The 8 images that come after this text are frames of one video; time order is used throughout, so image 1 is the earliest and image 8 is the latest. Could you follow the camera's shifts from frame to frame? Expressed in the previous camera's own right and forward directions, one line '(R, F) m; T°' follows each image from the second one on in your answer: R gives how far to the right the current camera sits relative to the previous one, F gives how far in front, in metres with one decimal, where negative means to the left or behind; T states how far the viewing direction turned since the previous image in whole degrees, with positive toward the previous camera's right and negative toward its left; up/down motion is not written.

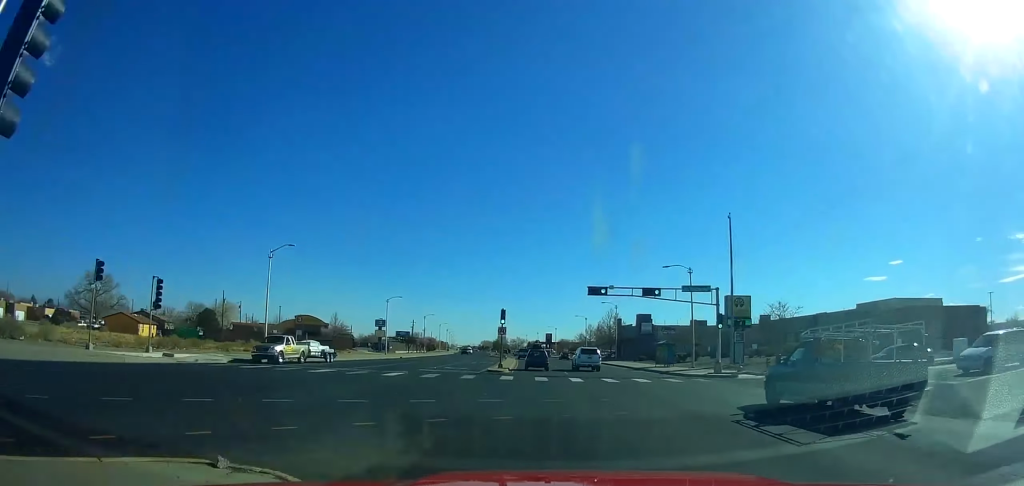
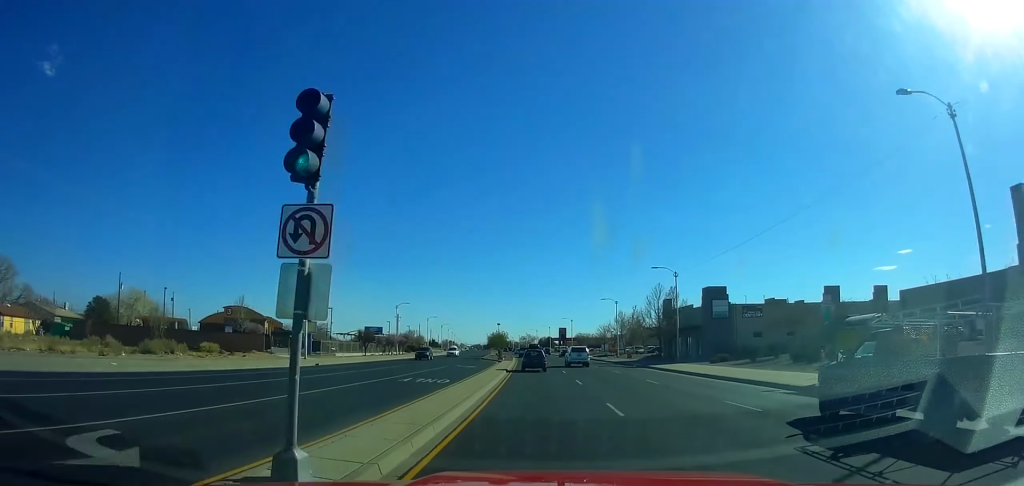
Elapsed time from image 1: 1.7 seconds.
(-0.2, +34.9) m; -1°
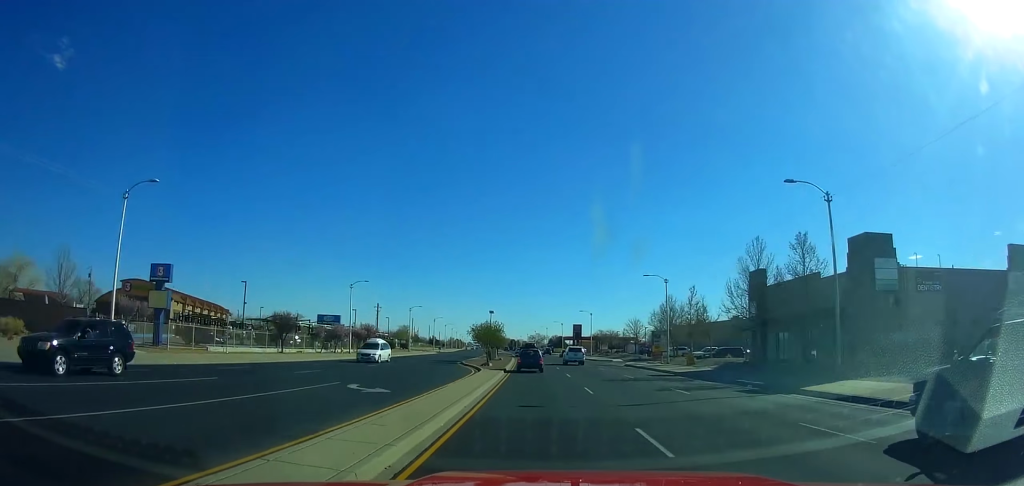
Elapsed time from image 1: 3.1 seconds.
(-0.2, +28.9) m; -1°
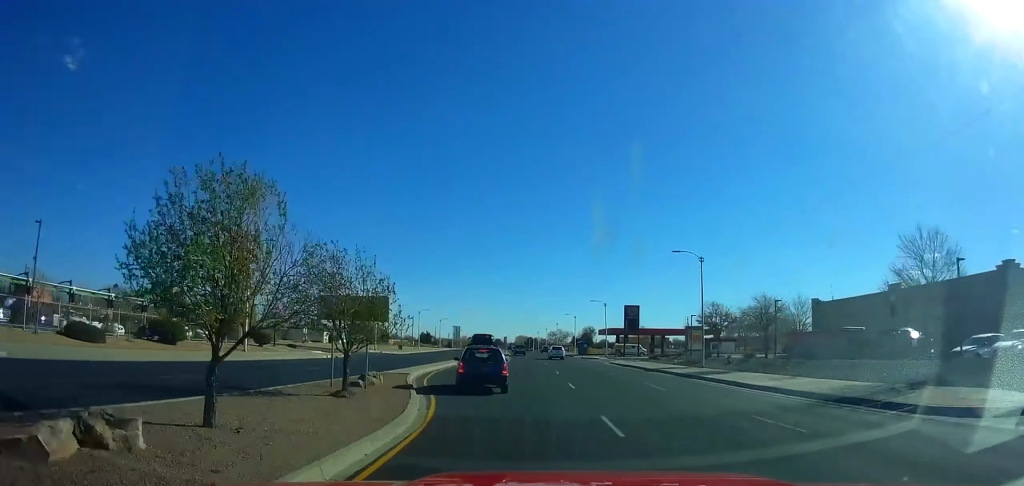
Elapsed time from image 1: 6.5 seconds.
(-1.4, +70.7) m; -2°
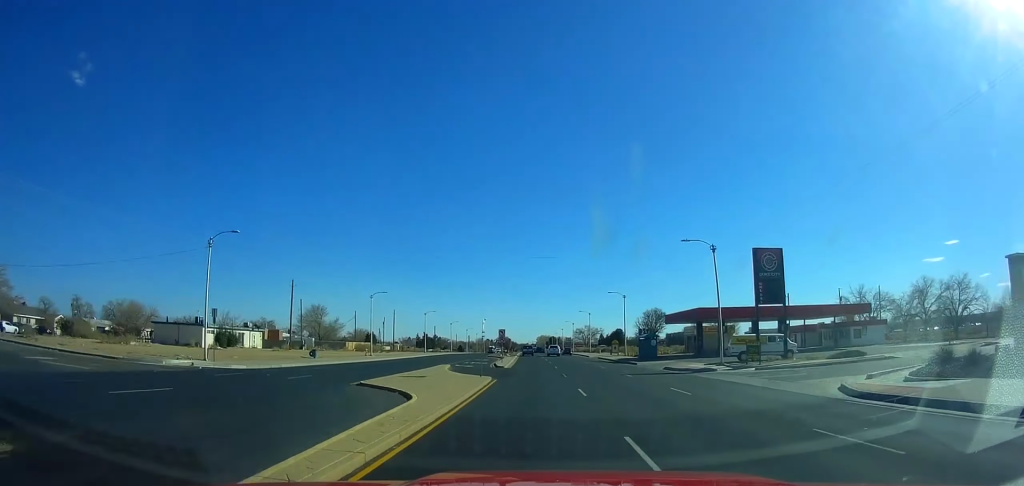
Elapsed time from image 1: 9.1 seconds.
(-0.8, +55.1) m; -2°
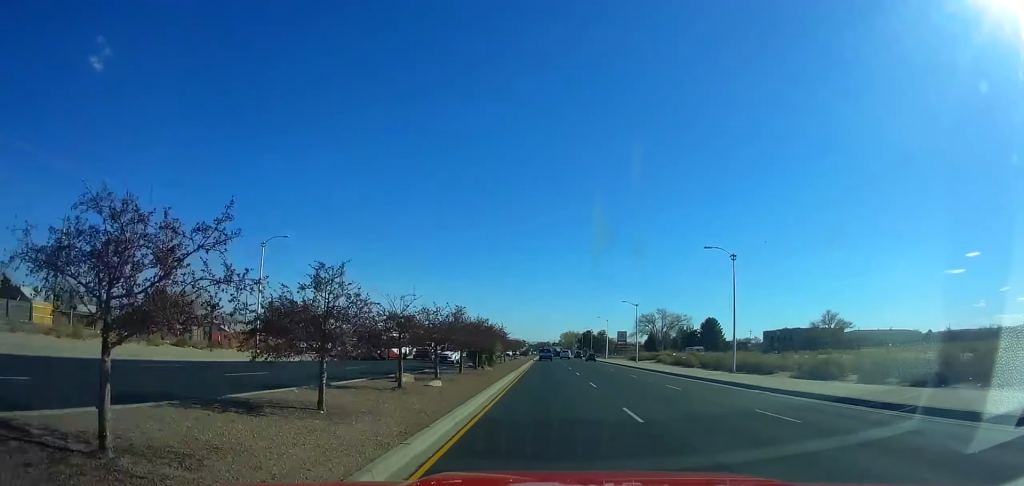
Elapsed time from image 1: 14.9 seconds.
(-3.5, +127.2) m; -2°
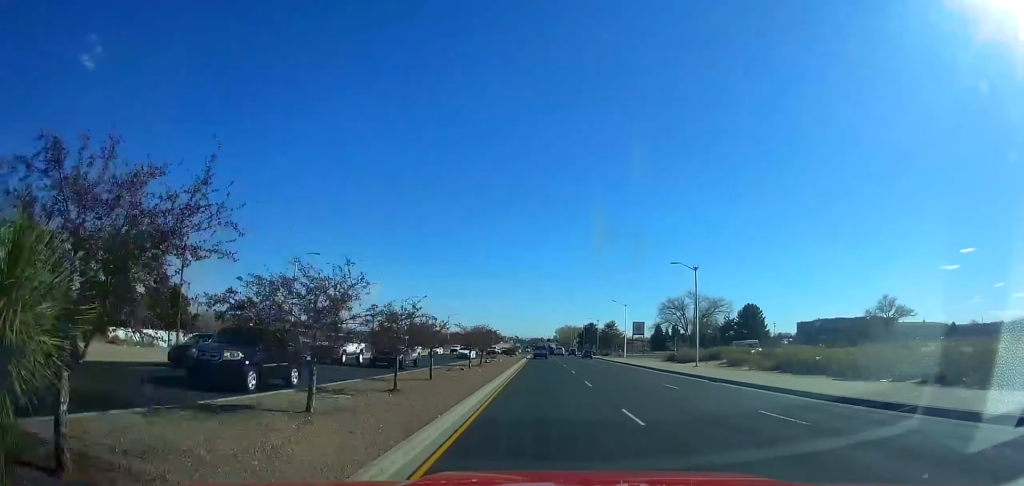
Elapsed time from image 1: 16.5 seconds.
(0.0, +35.6) m; 0°
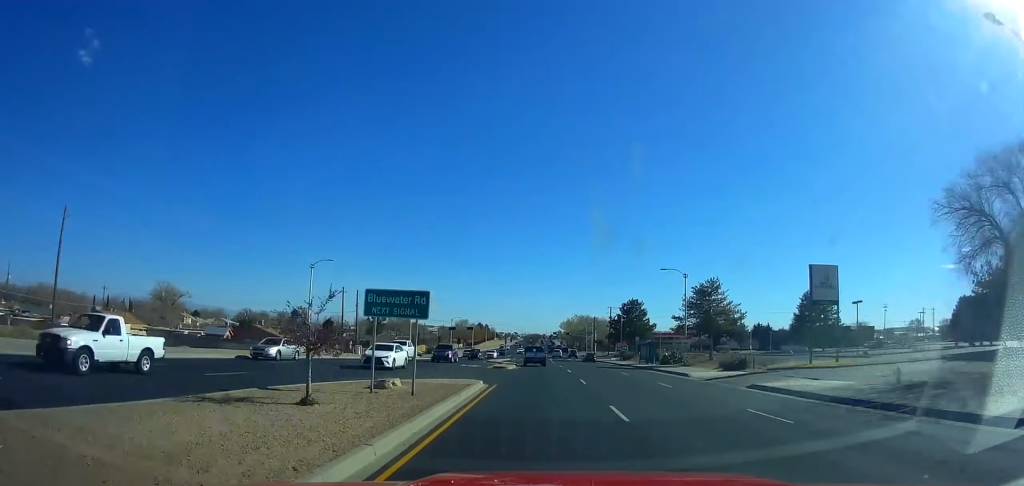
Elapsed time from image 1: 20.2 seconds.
(+0.4, +81.6) m; 0°
